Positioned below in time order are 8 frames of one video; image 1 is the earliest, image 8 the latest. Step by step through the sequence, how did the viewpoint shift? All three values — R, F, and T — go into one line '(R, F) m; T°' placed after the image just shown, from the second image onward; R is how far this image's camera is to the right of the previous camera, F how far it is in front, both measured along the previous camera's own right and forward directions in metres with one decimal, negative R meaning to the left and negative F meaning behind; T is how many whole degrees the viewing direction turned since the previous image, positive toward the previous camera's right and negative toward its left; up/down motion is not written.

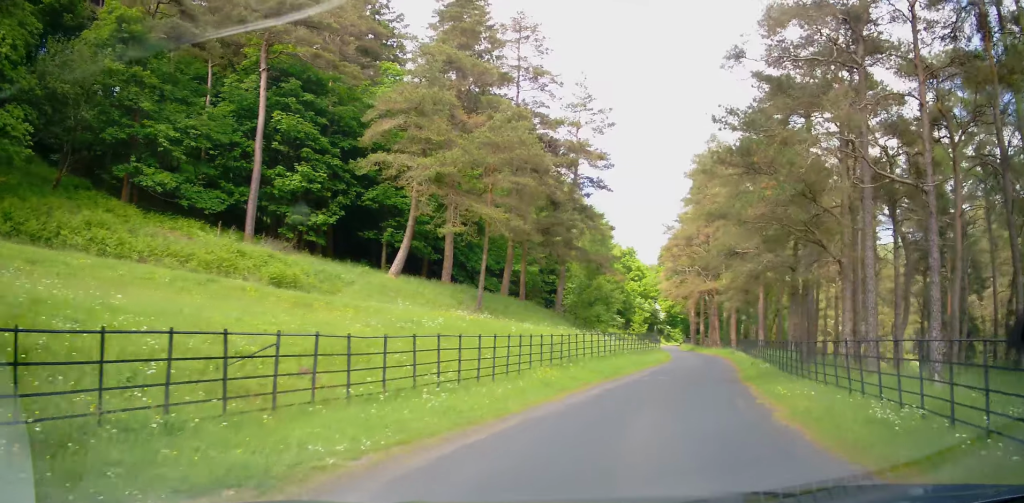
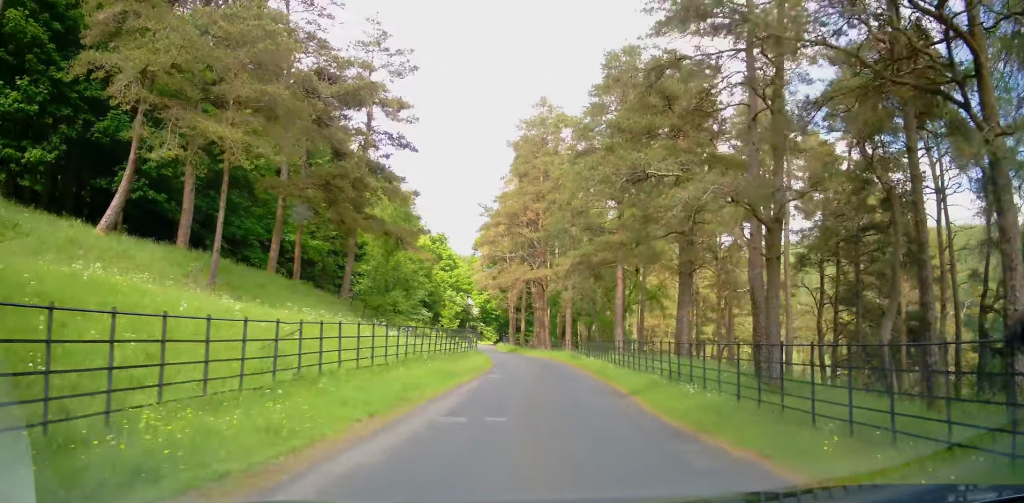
(+1.8, +8.2) m; +12°
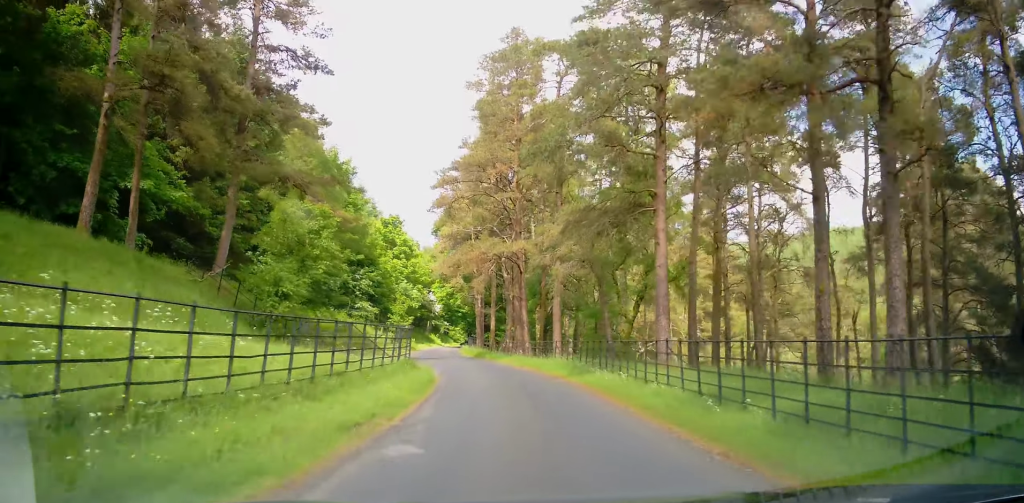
(+0.3, +9.2) m; +6°
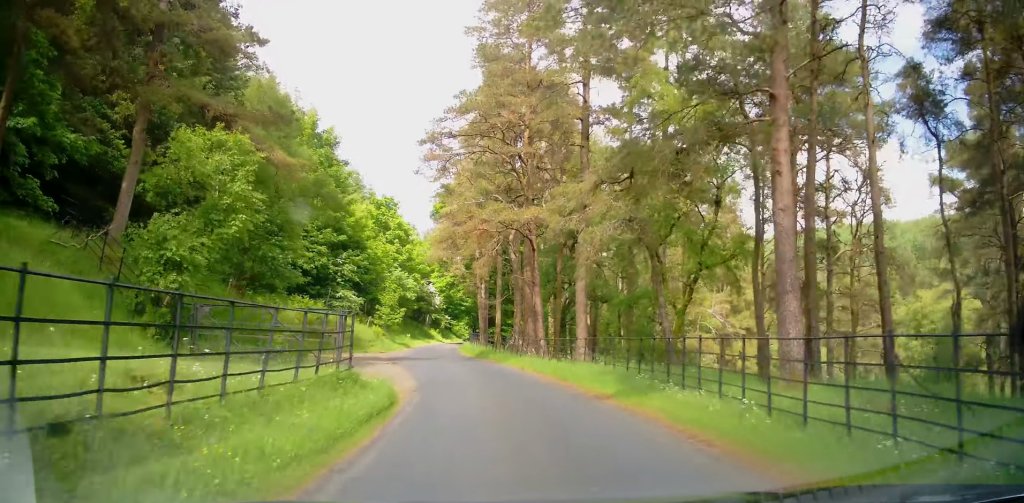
(+0.3, +5.4) m; +3°
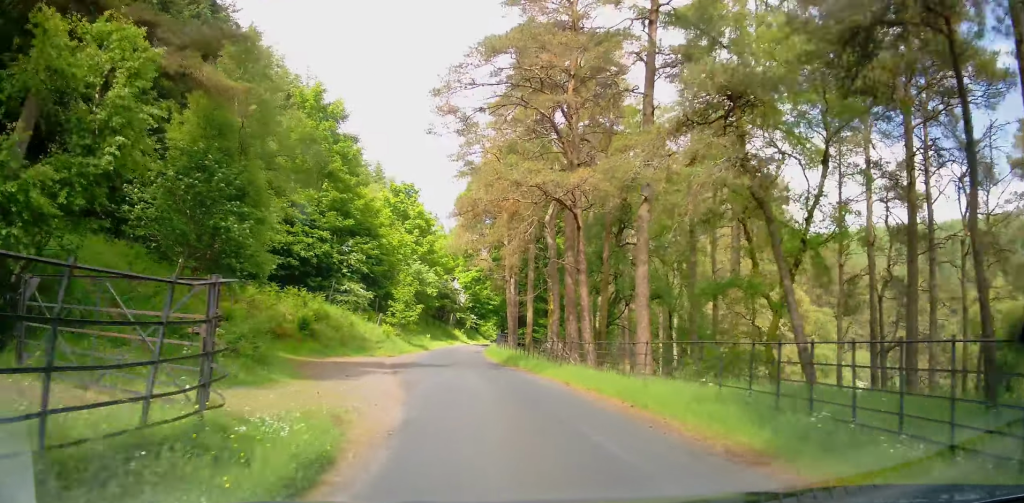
(0.0, +4.7) m; 0°
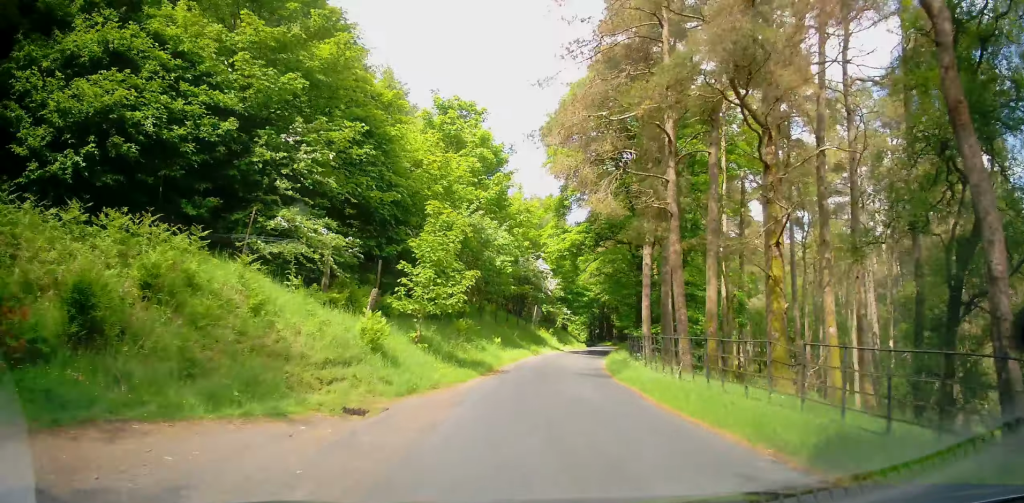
(+0.1, +19.9) m; 0°
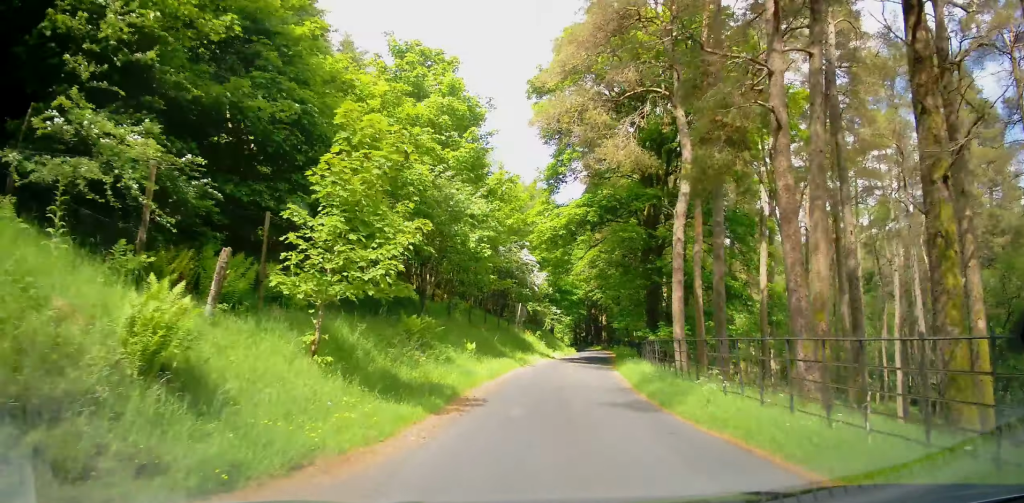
(0.0, +7.6) m; +1°
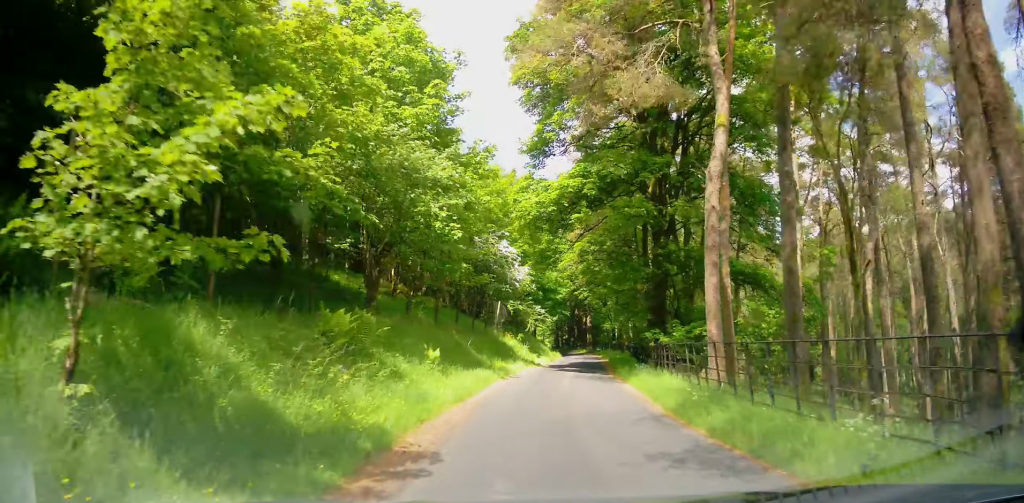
(-0.1, +5.1) m; +1°
